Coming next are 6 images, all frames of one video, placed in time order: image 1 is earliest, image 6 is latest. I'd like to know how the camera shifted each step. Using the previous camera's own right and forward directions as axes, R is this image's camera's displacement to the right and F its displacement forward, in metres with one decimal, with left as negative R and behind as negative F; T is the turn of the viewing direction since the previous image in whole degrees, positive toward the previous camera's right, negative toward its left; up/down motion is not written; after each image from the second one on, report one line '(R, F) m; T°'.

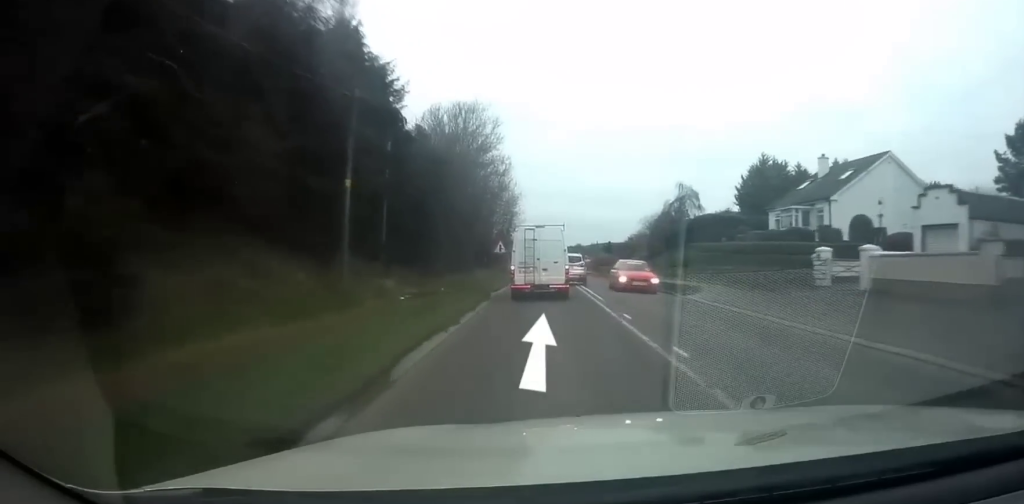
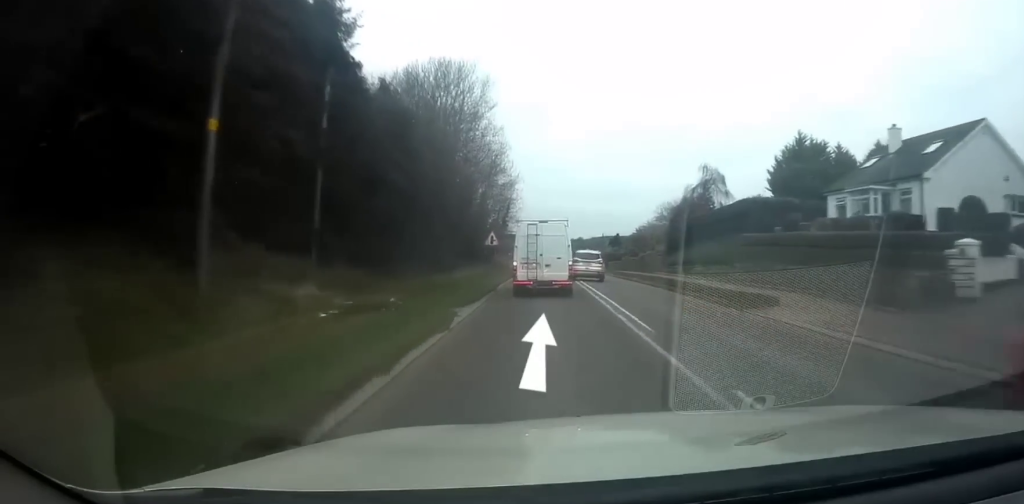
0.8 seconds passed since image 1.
(0.0, +11.6) m; 0°
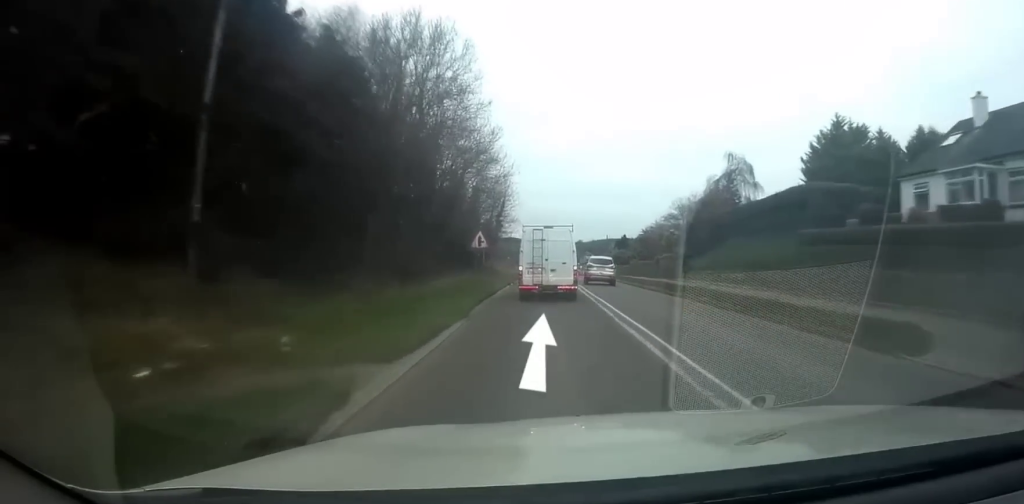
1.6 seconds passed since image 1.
(0.0, +9.7) m; 0°
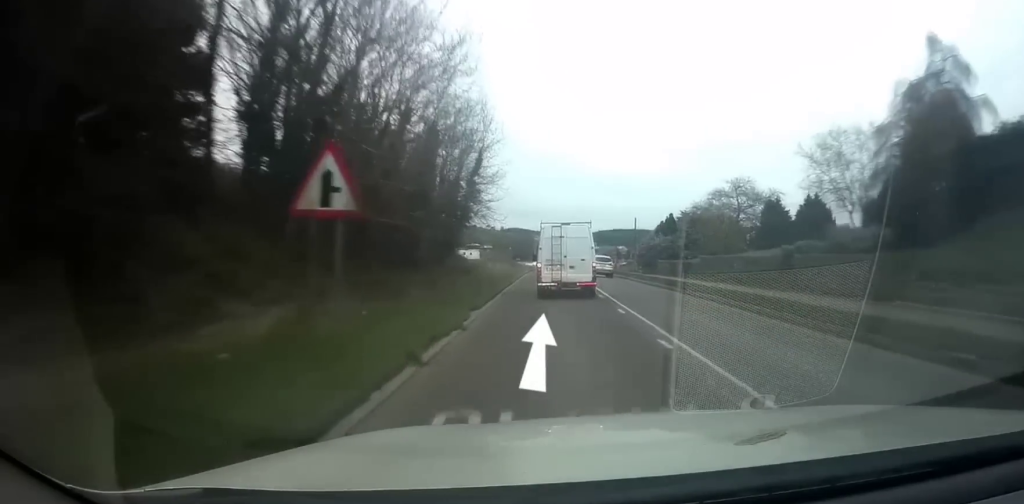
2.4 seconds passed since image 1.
(0.0, +11.0) m; 0°
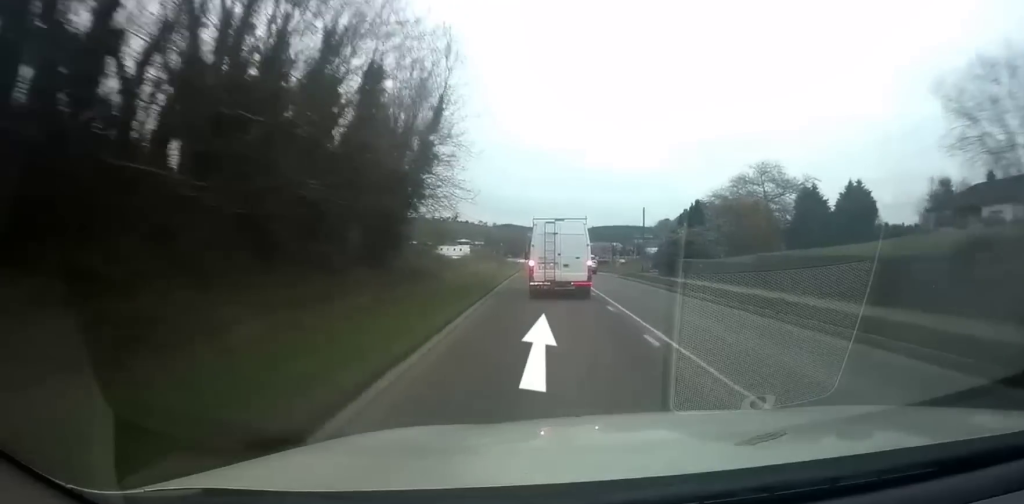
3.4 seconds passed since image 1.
(0.0, +11.8) m; 0°
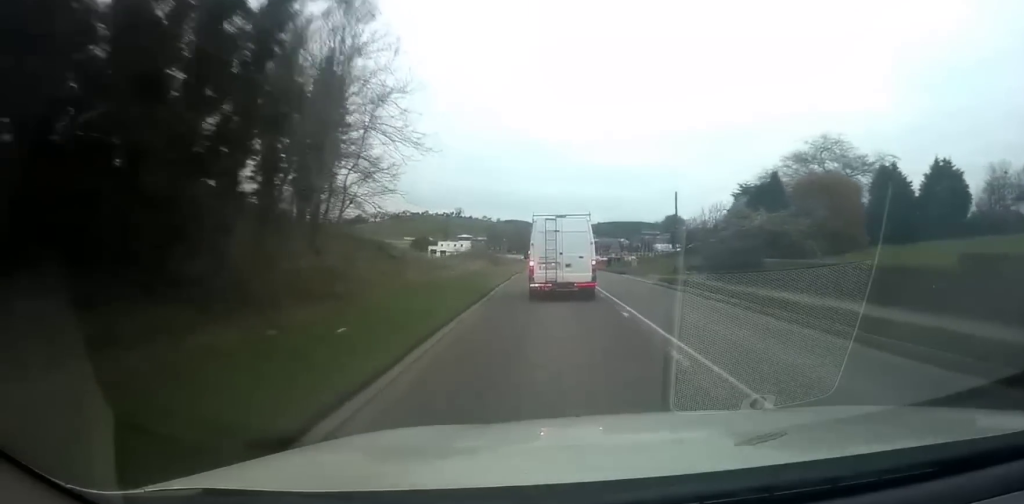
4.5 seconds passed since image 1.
(+0.1, +14.6) m; 0°
